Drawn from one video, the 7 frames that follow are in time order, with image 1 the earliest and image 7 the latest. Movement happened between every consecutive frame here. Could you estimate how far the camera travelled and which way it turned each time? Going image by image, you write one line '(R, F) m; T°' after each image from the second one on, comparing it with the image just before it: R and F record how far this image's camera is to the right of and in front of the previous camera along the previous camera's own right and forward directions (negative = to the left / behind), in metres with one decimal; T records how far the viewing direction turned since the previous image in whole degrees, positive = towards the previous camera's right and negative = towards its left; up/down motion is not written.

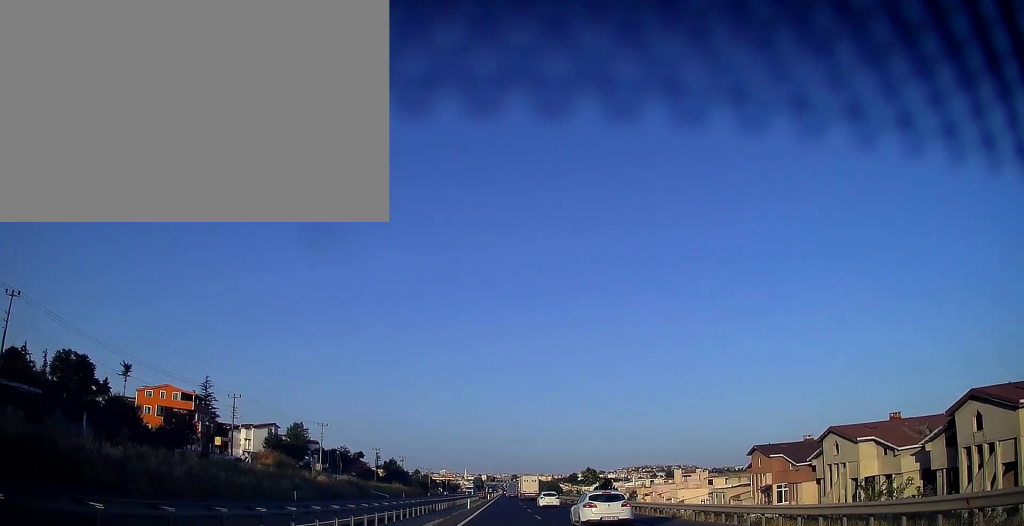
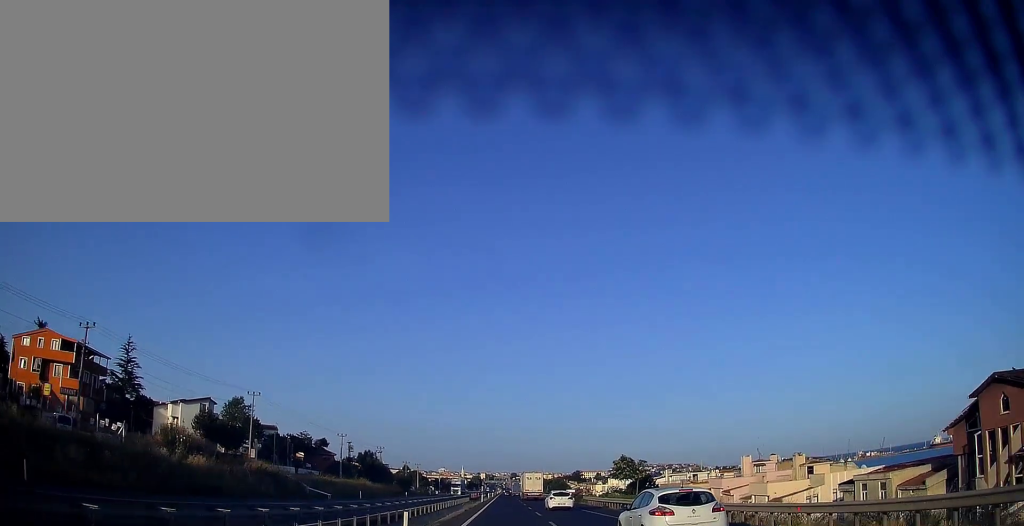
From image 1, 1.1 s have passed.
(+0.2, +31.3) m; 0°
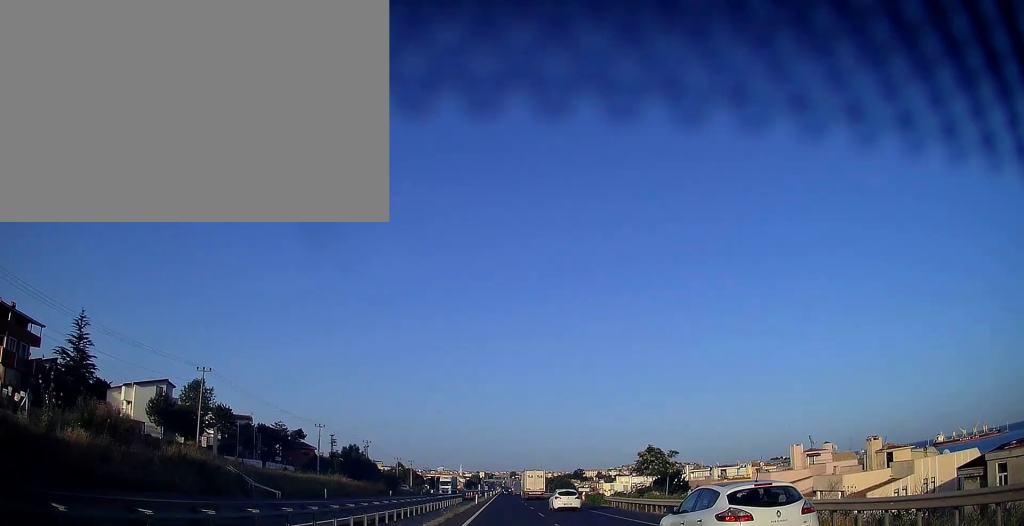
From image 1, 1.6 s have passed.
(0.0, +14.7) m; 0°
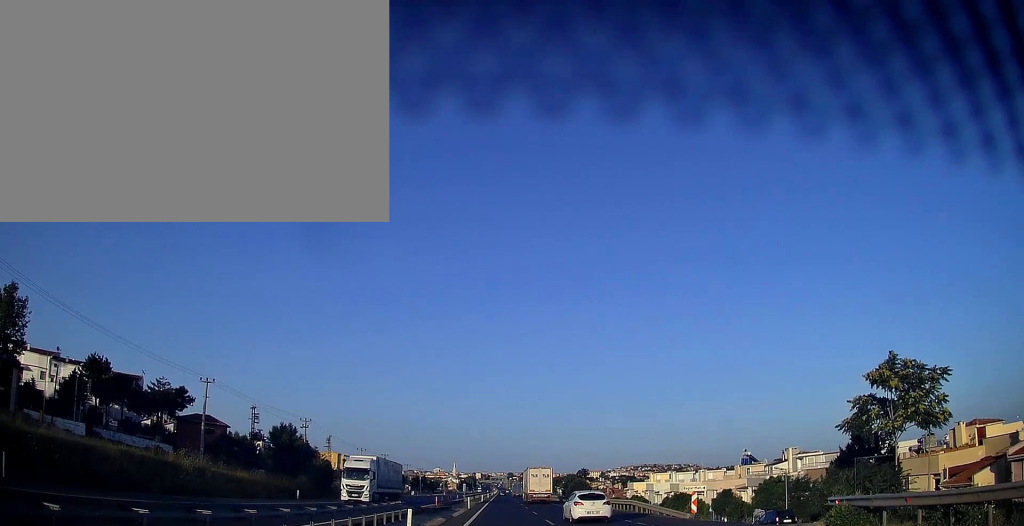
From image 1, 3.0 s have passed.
(-0.2, +43.1) m; 0°
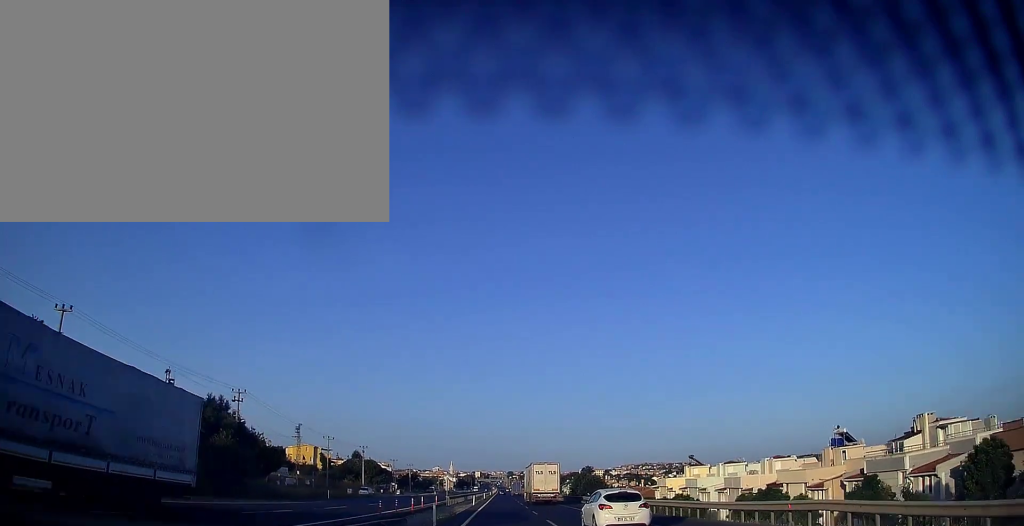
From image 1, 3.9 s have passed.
(+0.1, +24.5) m; 0°
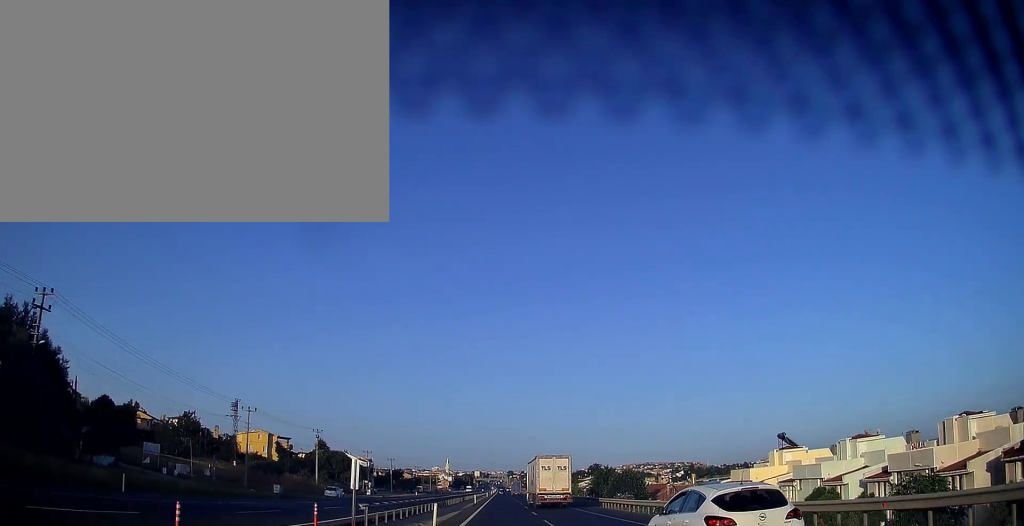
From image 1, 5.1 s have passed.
(+0.1, +35.4) m; 0°
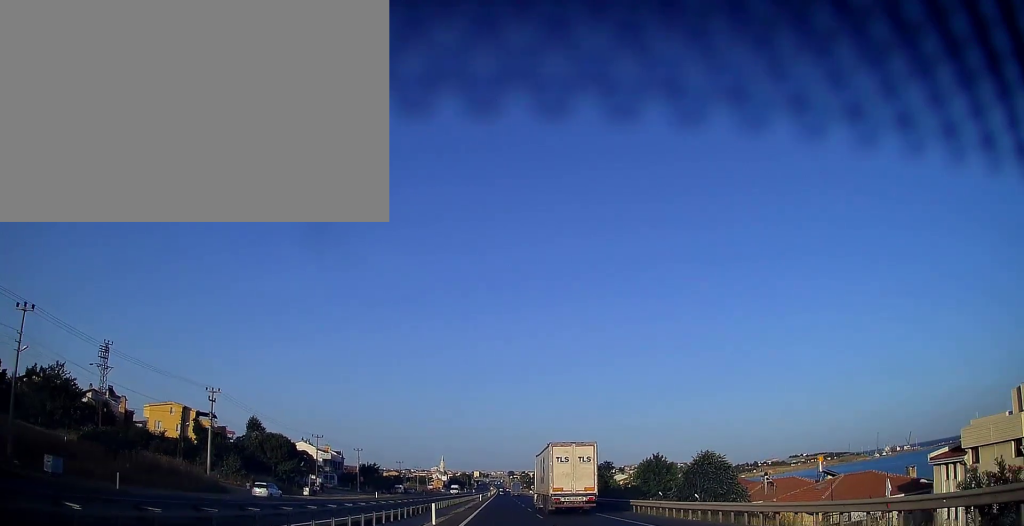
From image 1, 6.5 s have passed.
(-0.2, +41.4) m; 0°
